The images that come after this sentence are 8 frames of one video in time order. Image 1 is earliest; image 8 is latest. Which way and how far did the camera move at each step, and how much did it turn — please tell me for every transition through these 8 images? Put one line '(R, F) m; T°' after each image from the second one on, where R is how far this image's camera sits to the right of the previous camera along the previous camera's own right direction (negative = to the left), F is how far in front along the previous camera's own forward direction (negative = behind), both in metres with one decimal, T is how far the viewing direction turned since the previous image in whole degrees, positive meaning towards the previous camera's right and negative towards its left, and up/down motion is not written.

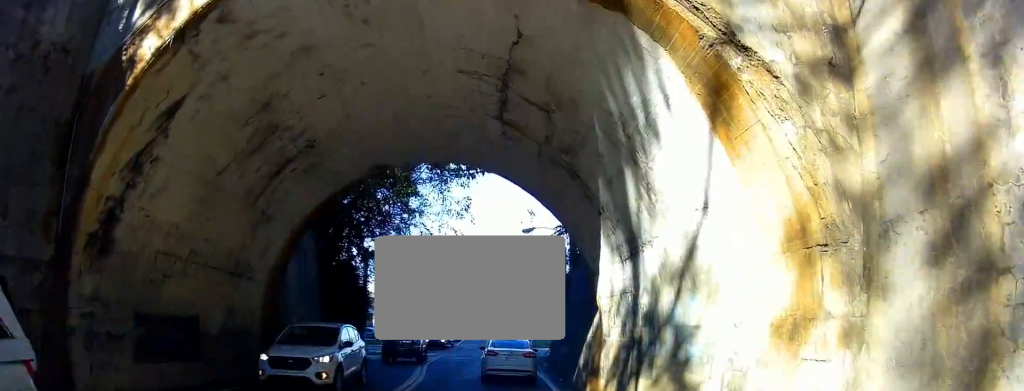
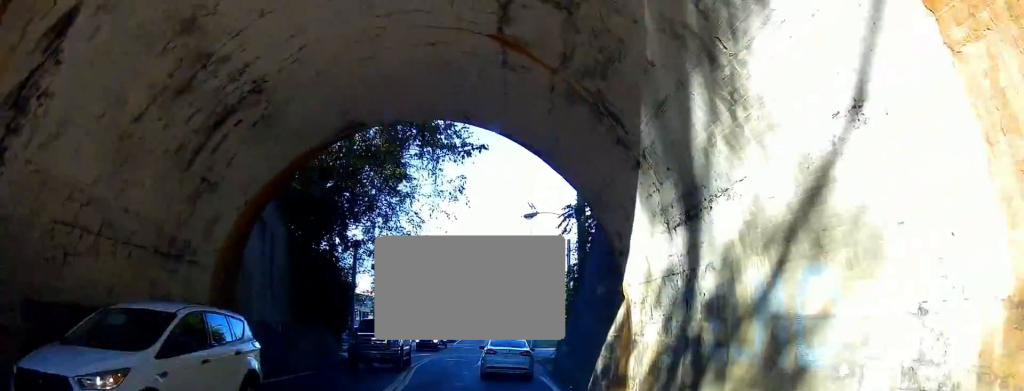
(+0.2, +3.4) m; -1°
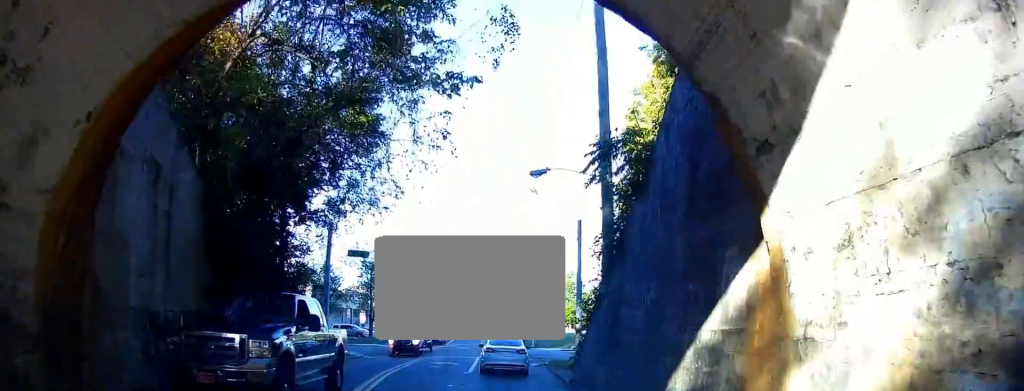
(-0.3, +6.0) m; -5°
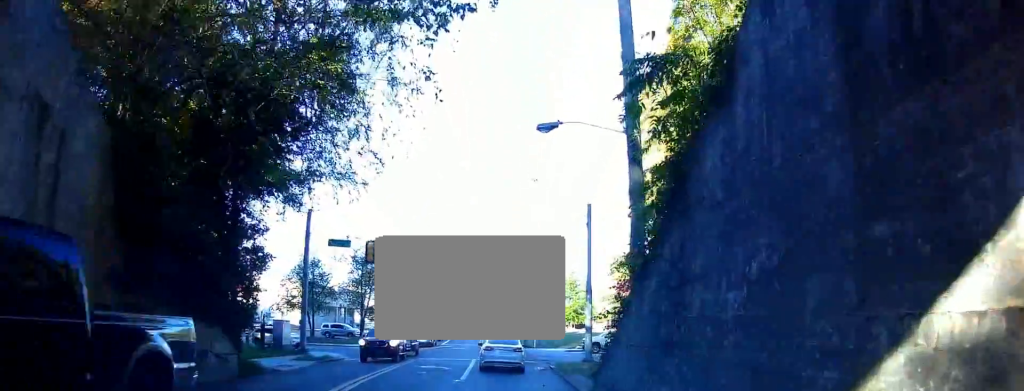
(-0.4, +4.1) m; -1°
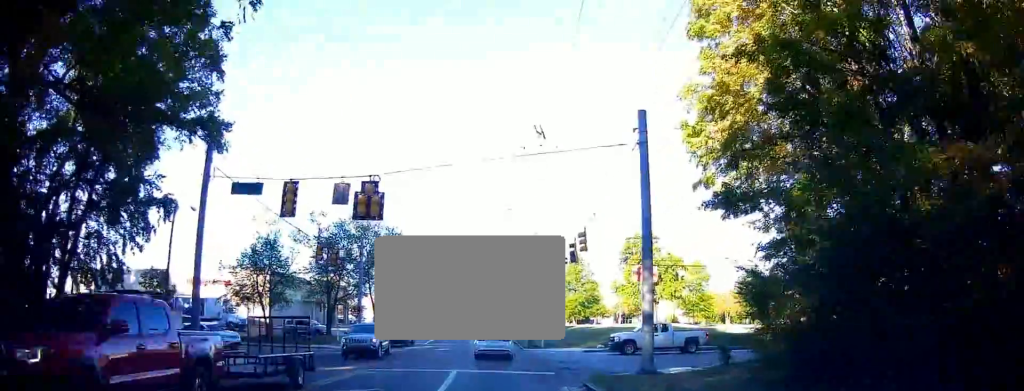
(+0.5, +13.5) m; 0°
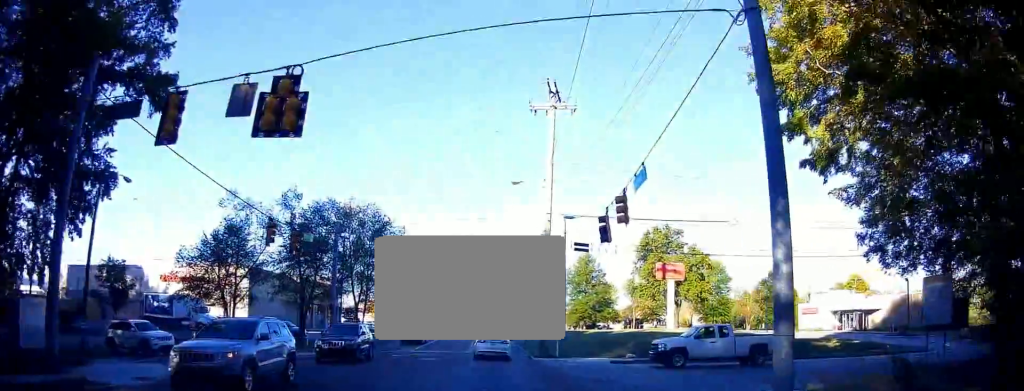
(+0.1, +9.7) m; +3°
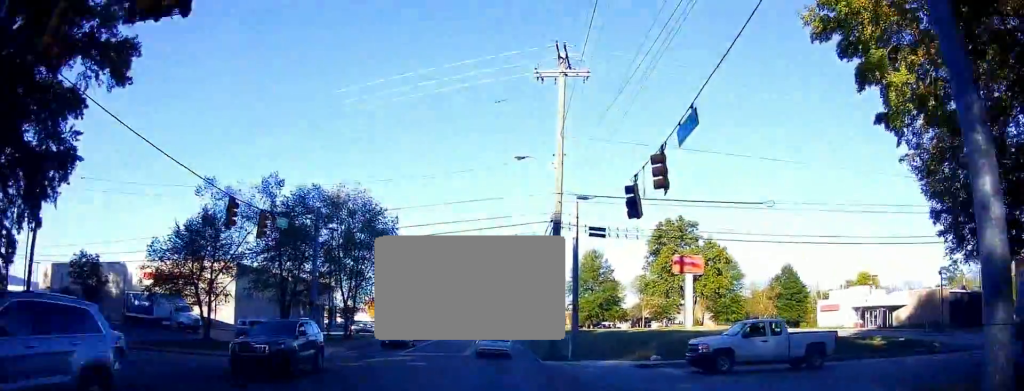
(+0.2, +5.3) m; -1°
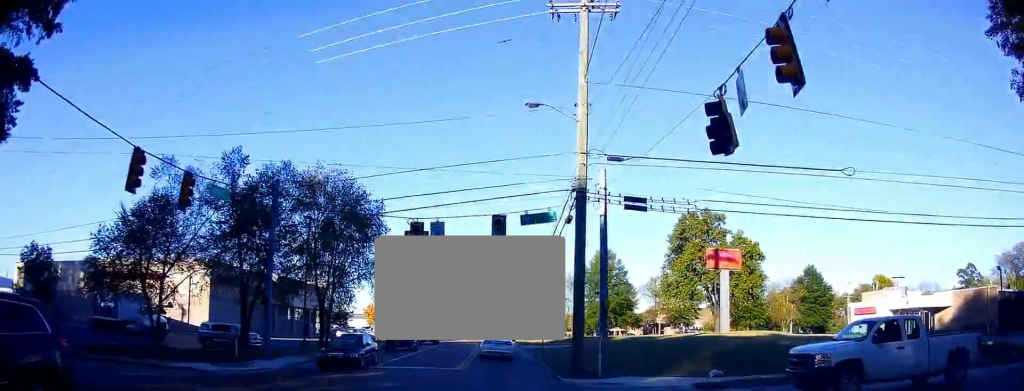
(+0.1, +7.6) m; -3°
